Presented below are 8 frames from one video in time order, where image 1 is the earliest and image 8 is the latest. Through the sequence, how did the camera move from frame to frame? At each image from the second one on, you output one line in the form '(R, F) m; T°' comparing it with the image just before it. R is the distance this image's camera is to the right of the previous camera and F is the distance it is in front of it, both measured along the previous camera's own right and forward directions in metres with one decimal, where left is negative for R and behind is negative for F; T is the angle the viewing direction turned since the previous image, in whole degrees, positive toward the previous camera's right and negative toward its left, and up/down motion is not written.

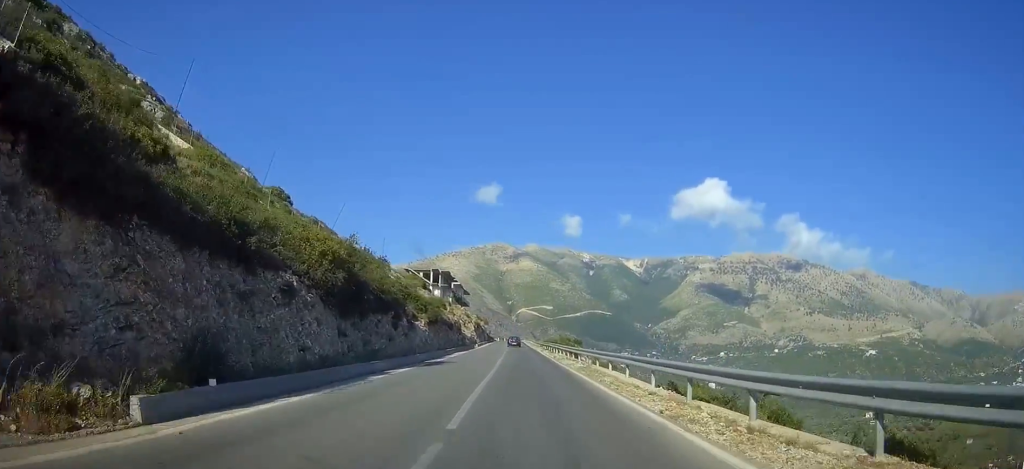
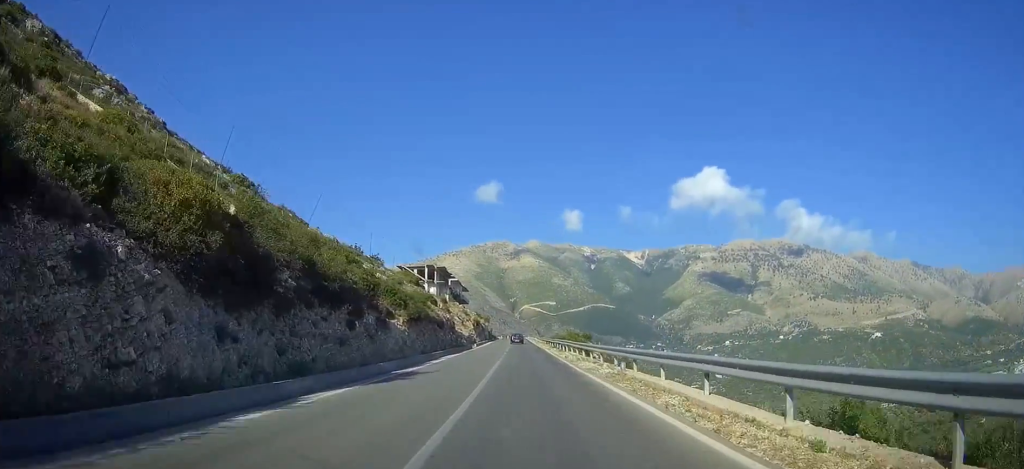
(0.0, +9.2) m; 0°
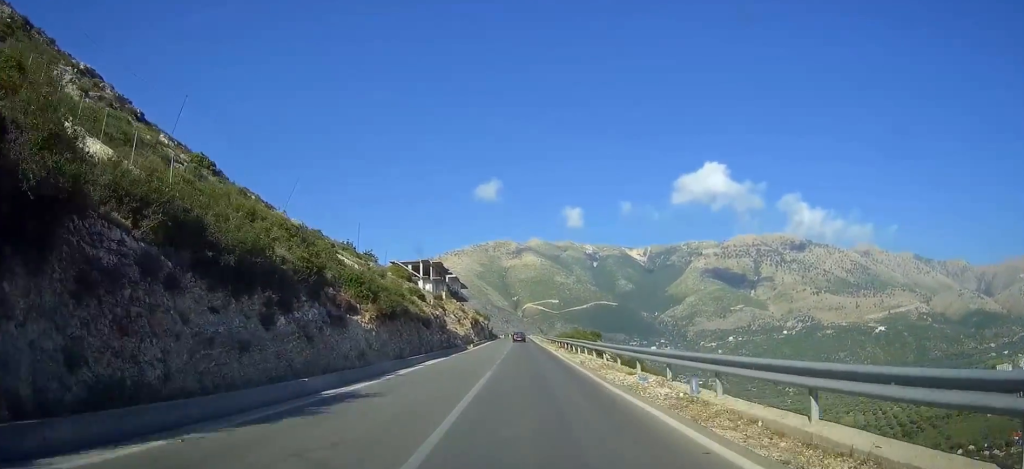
(0.0, +8.7) m; 0°
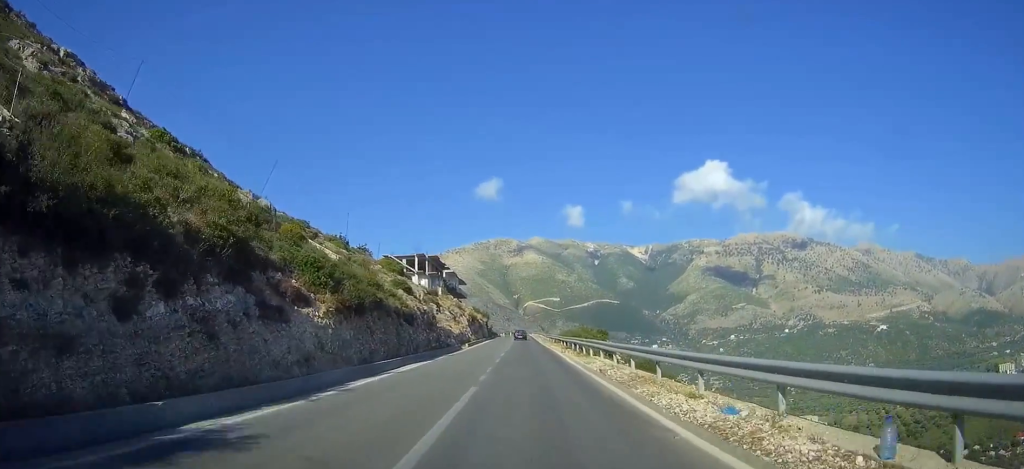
(0.0, +7.0) m; 0°
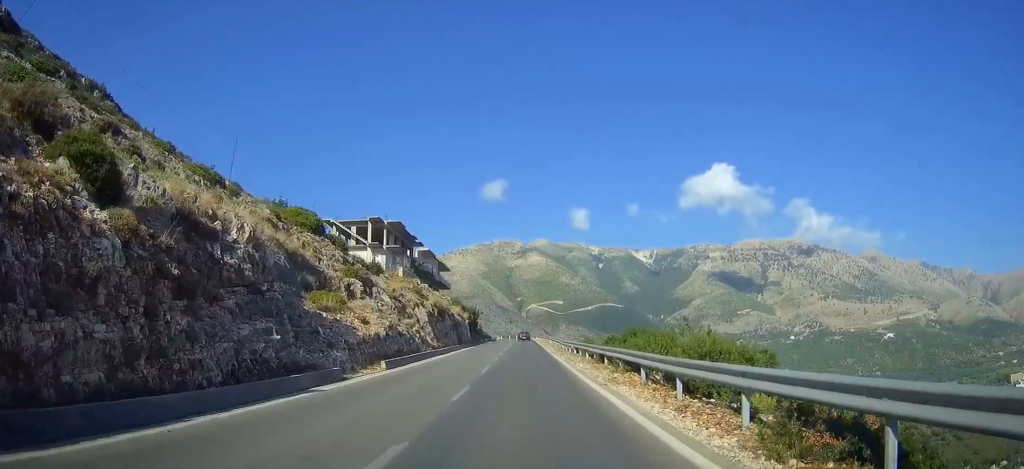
(-0.8, +37.9) m; -3°
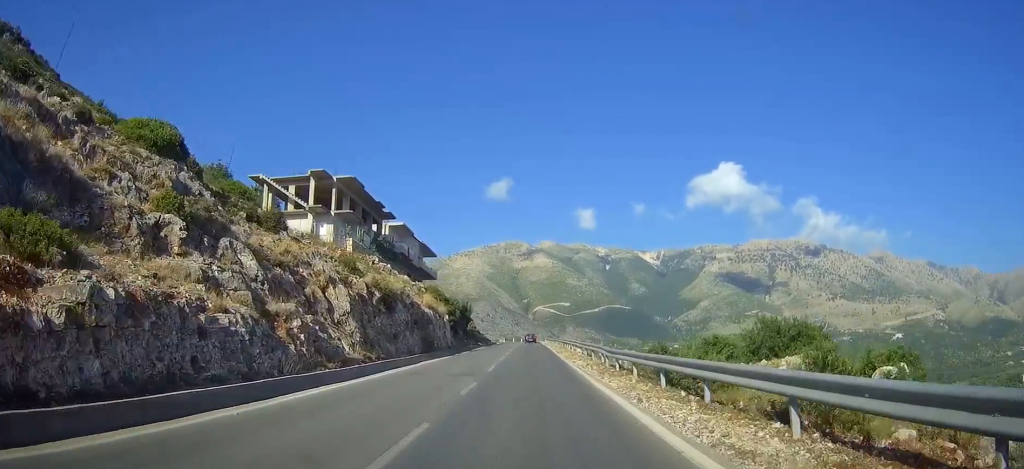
(-0.4, +27.9) m; -1°
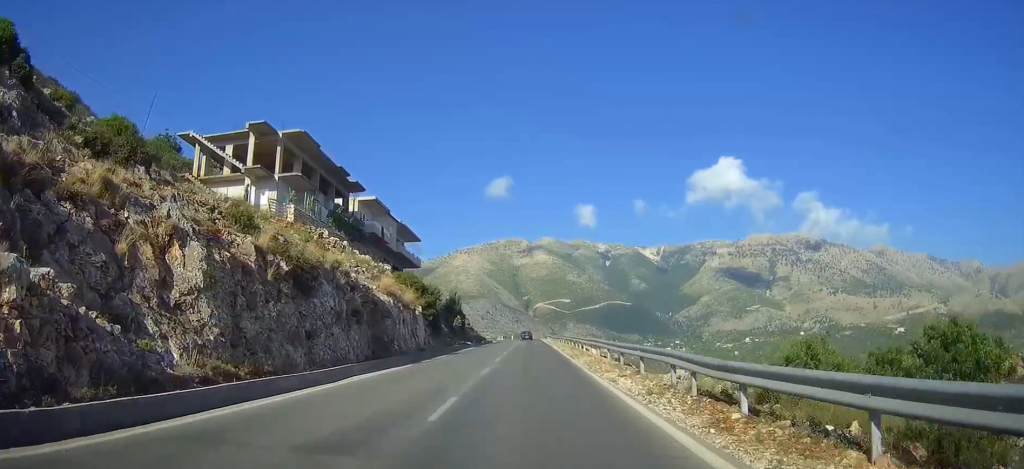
(0.0, +14.9) m; 0°
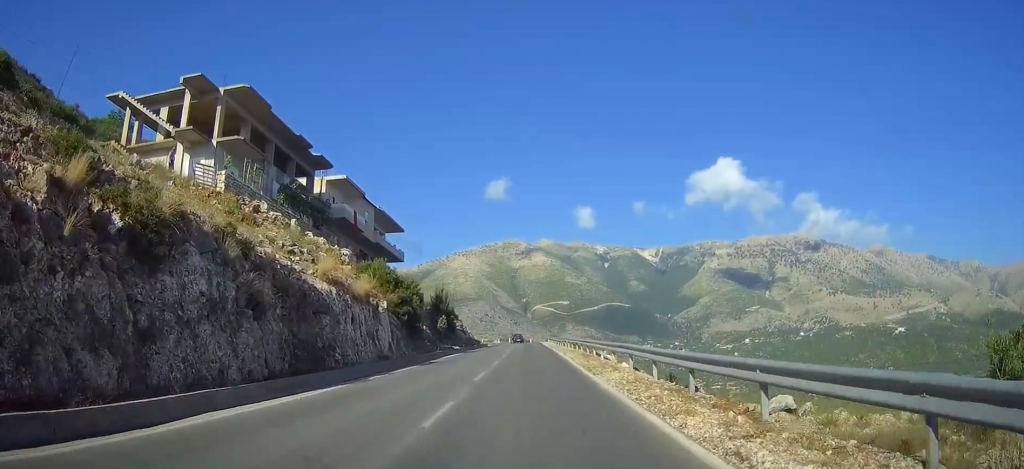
(0.0, +10.6) m; 0°
